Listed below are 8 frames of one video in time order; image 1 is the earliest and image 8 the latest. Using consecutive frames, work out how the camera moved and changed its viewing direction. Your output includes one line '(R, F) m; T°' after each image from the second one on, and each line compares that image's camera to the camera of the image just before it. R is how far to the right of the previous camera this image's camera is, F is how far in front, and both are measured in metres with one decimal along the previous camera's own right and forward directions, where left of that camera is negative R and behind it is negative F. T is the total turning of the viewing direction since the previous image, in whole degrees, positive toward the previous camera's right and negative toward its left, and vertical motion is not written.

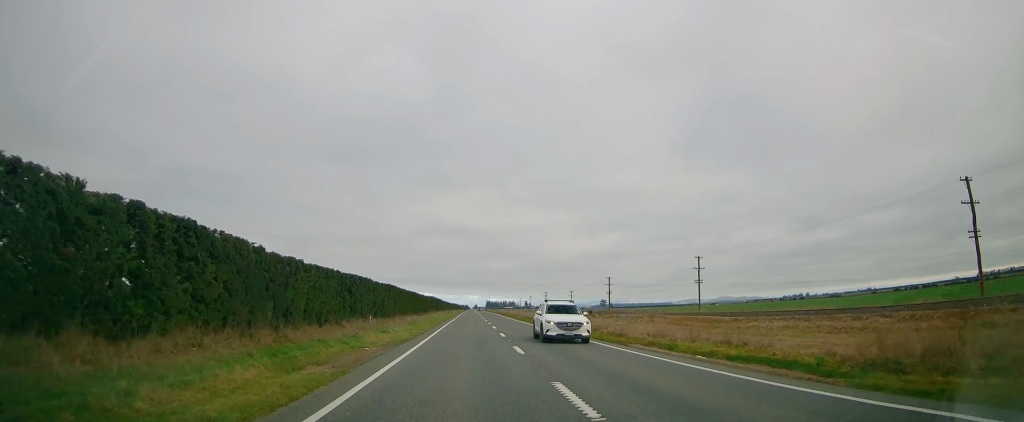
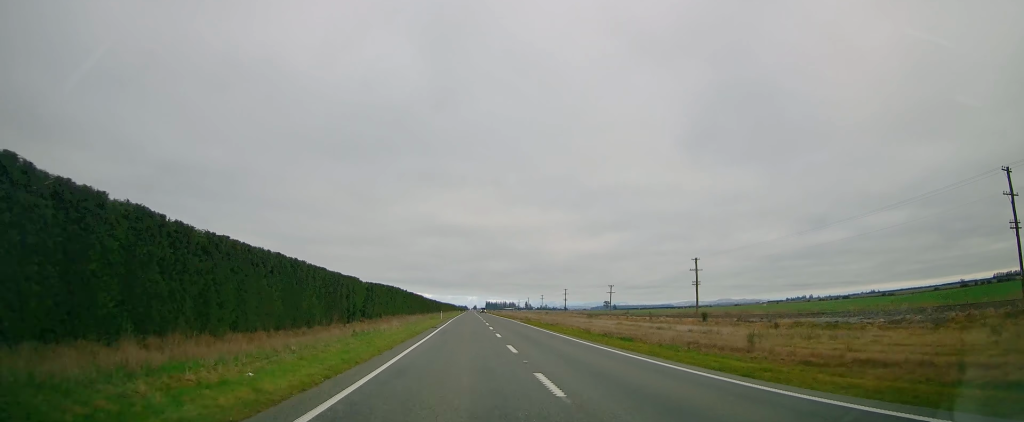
(+0.3, +47.0) m; 0°
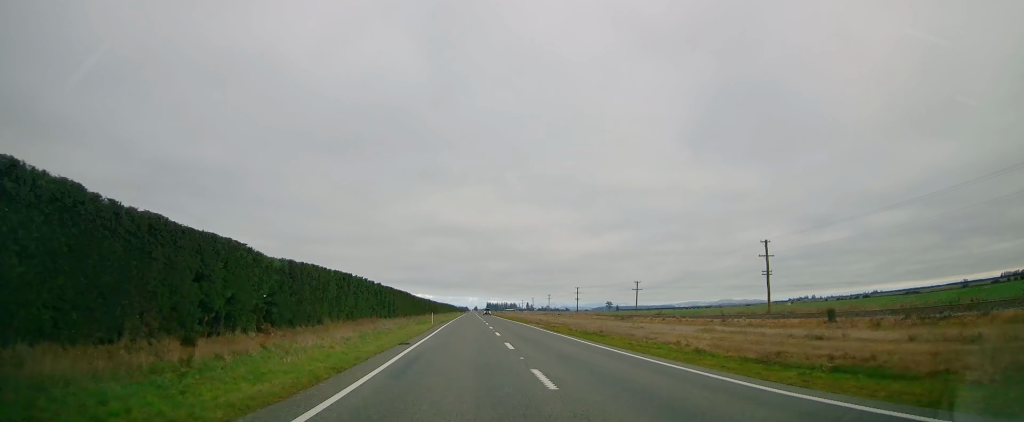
(-0.1, +18.1) m; 0°
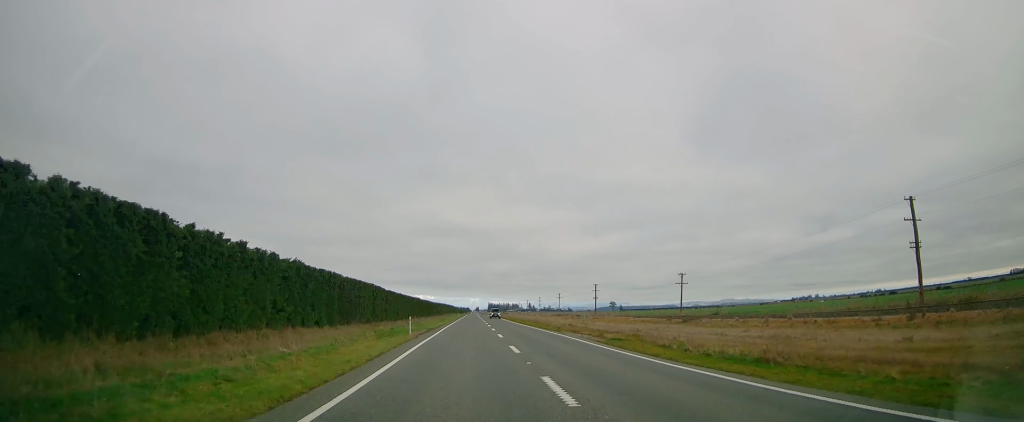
(0.0, +20.9) m; 0°
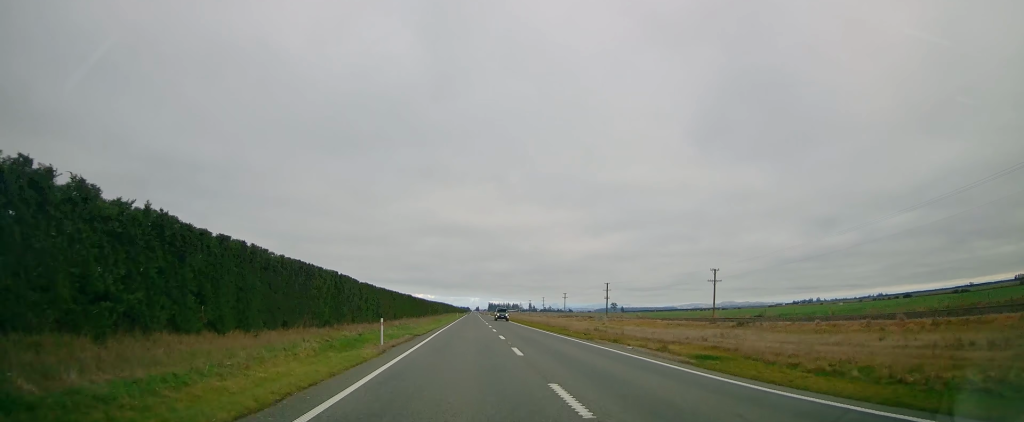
(-0.1, +11.0) m; 0°
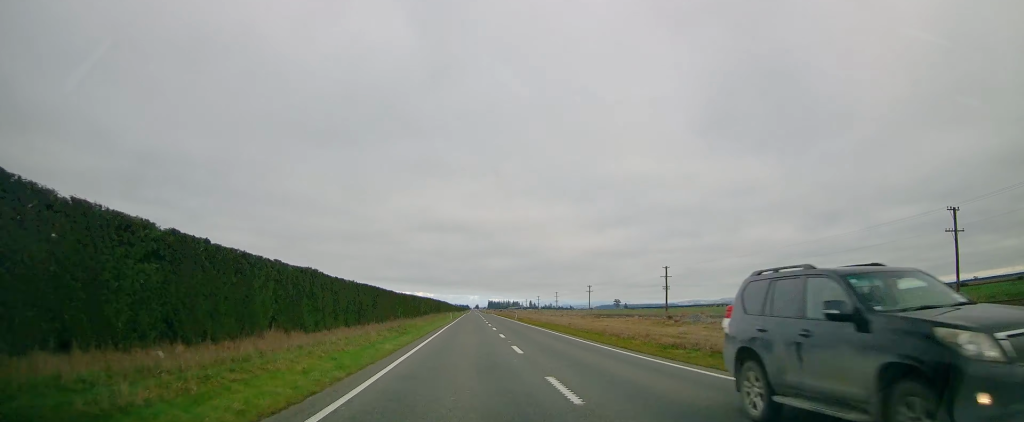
(+0.6, +38.3) m; +1°
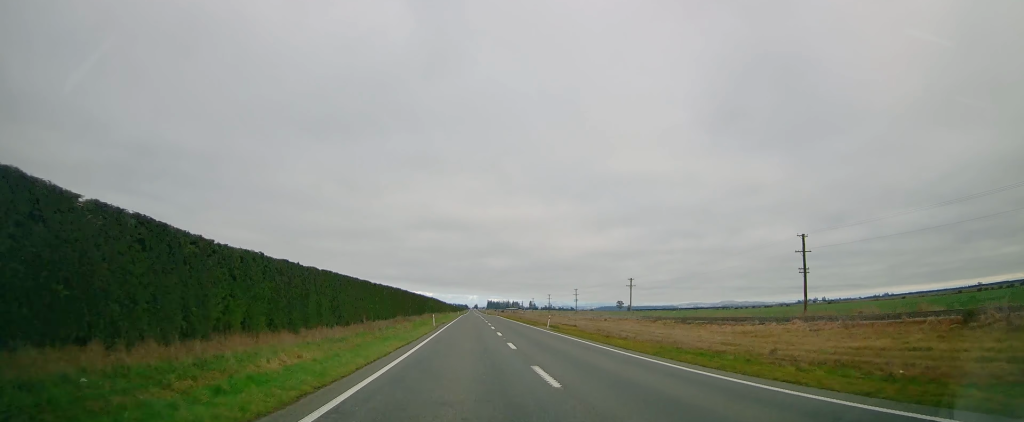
(-0.7, +37.4) m; -1°
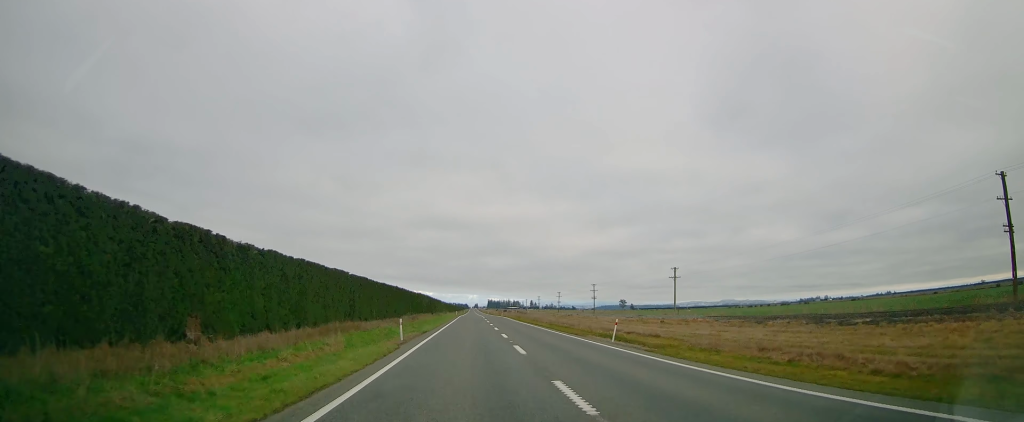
(-0.1, +22.9) m; 0°
